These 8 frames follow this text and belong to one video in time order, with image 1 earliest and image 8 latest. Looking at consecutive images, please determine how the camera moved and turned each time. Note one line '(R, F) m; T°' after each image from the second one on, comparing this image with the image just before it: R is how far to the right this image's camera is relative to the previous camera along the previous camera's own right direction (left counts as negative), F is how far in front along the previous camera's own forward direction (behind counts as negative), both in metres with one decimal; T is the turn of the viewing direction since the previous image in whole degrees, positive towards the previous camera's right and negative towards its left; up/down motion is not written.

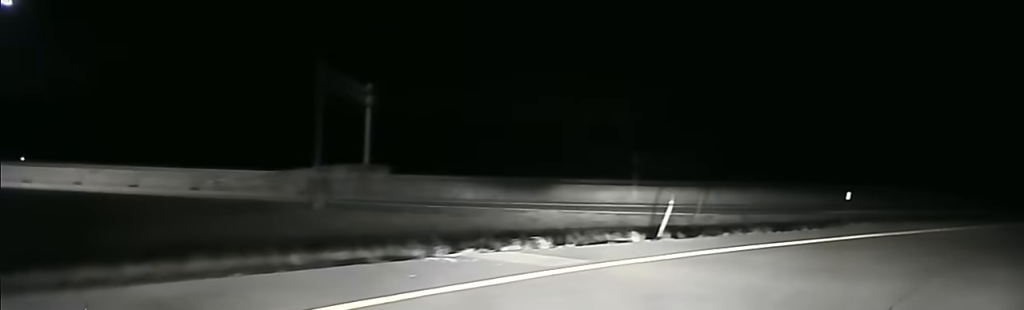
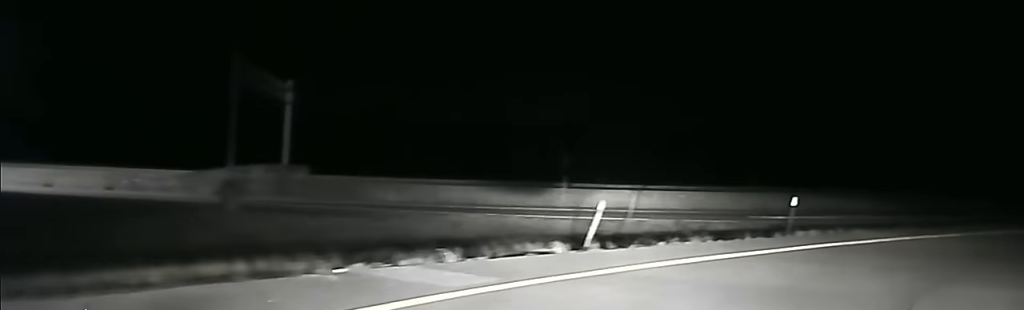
(+0.2, +2.6) m; +9°
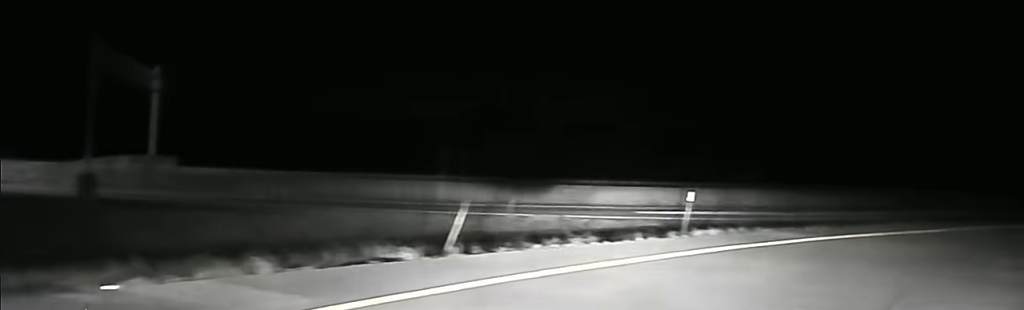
(0.0, +3.3) m; +12°
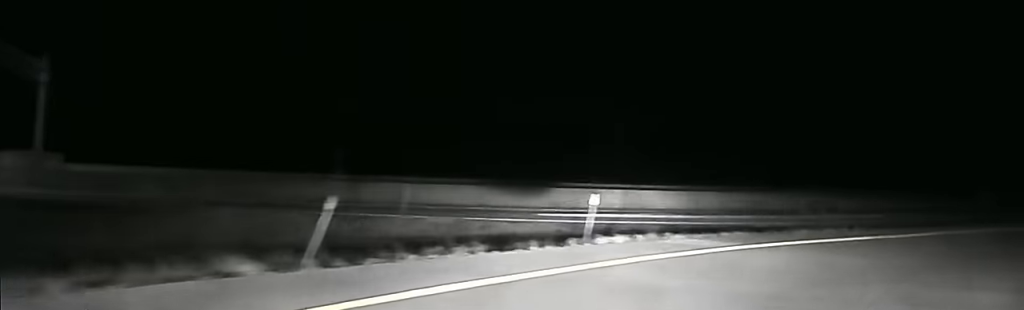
(+0.5, +2.4) m; +7°
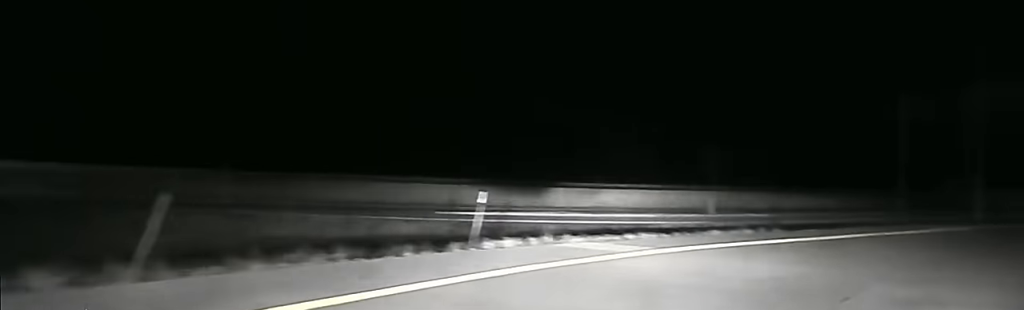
(+0.3, +2.6) m; +7°
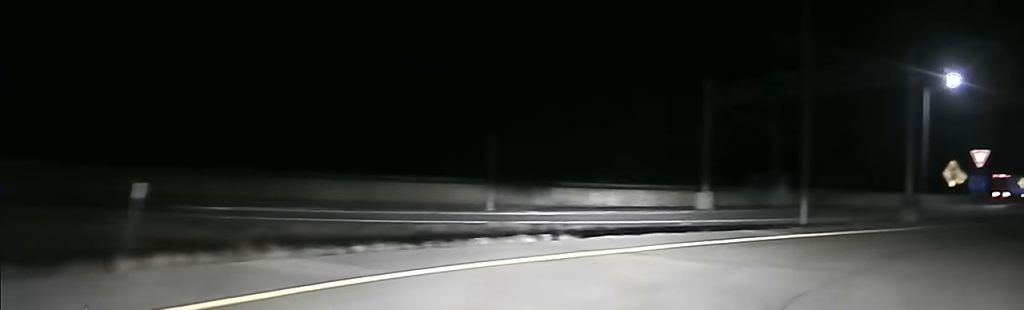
(+0.4, +6.2) m; +12°
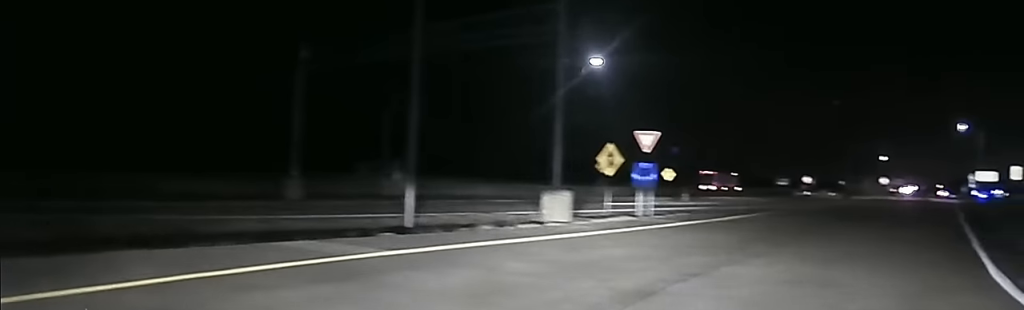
(+1.6, +10.7) m; +19°
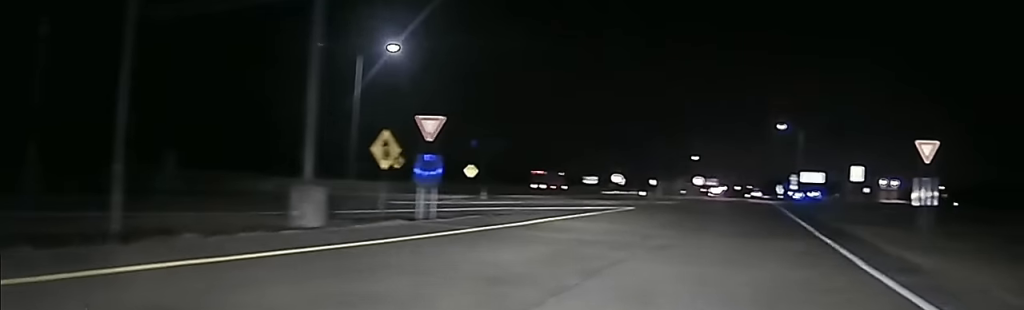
(+1.0, +6.7) m; +9°
